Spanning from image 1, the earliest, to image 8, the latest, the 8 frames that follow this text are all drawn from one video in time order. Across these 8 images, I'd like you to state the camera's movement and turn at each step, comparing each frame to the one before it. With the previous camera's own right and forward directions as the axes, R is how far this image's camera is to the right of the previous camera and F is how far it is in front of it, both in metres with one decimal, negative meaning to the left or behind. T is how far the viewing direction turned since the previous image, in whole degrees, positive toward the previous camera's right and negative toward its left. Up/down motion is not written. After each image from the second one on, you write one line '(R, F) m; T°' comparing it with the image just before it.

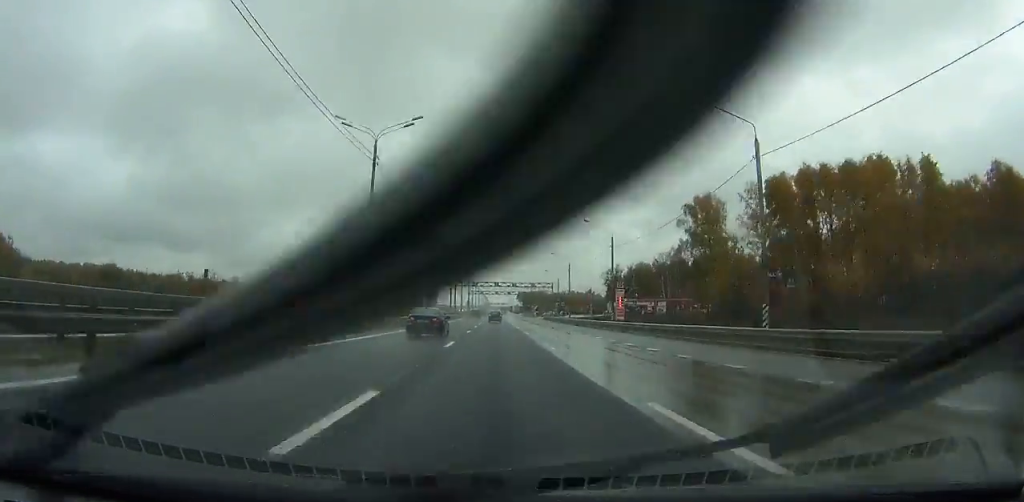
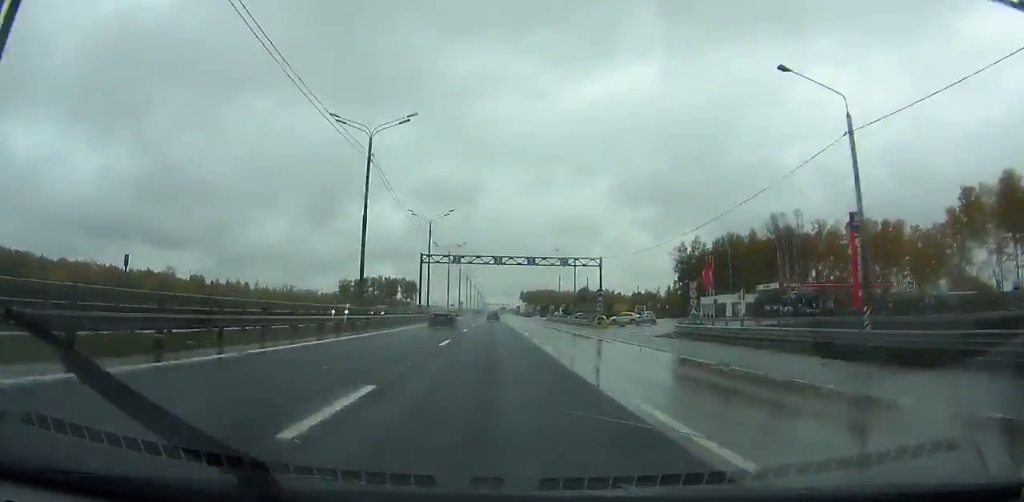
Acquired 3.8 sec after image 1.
(-0.3, +108.8) m; 0°
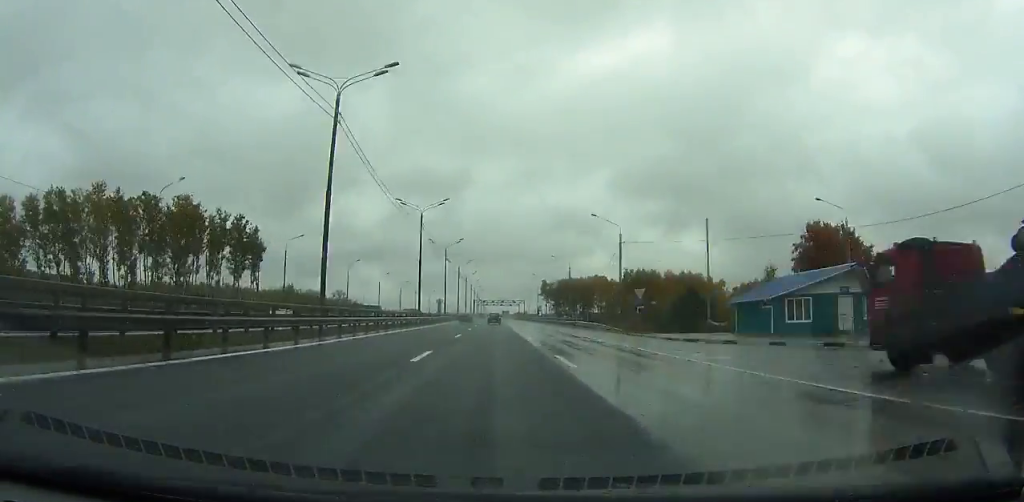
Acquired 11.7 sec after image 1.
(+0.7, +229.4) m; 0°
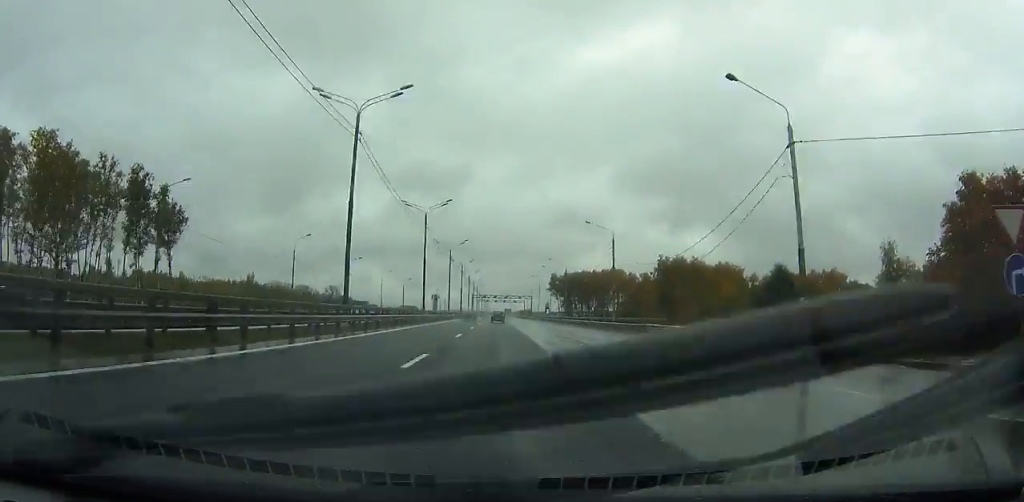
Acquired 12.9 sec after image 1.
(-0.1, +34.7) m; 0°
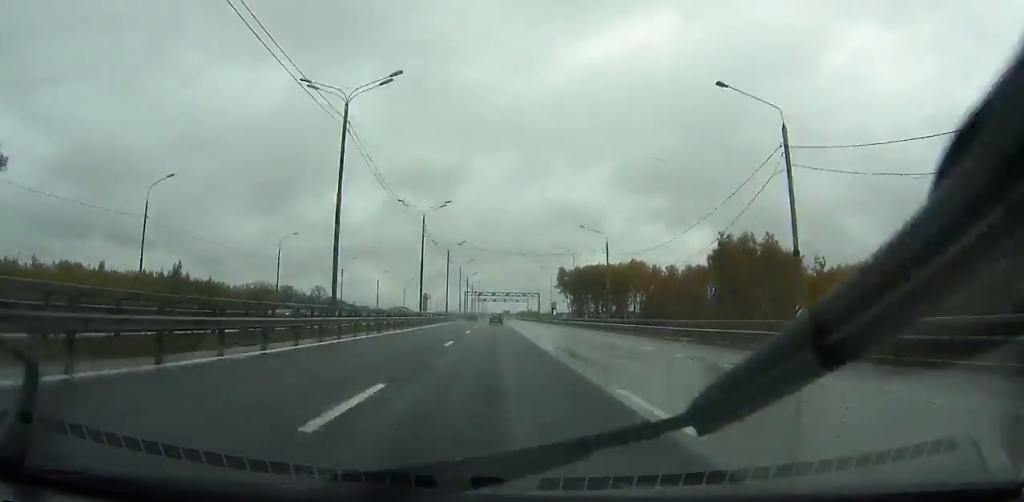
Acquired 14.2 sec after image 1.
(0.0, +37.5) m; 0°
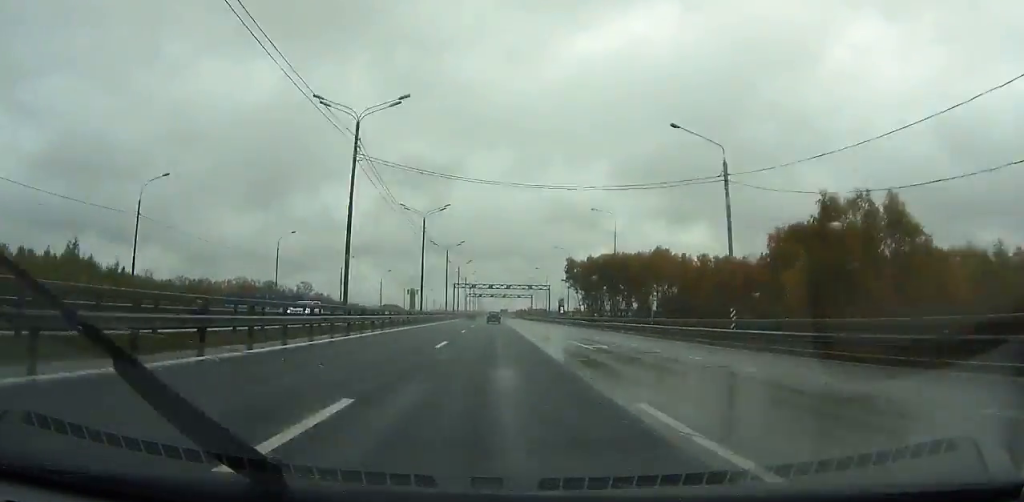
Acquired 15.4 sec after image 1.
(+0.1, +34.5) m; 0°
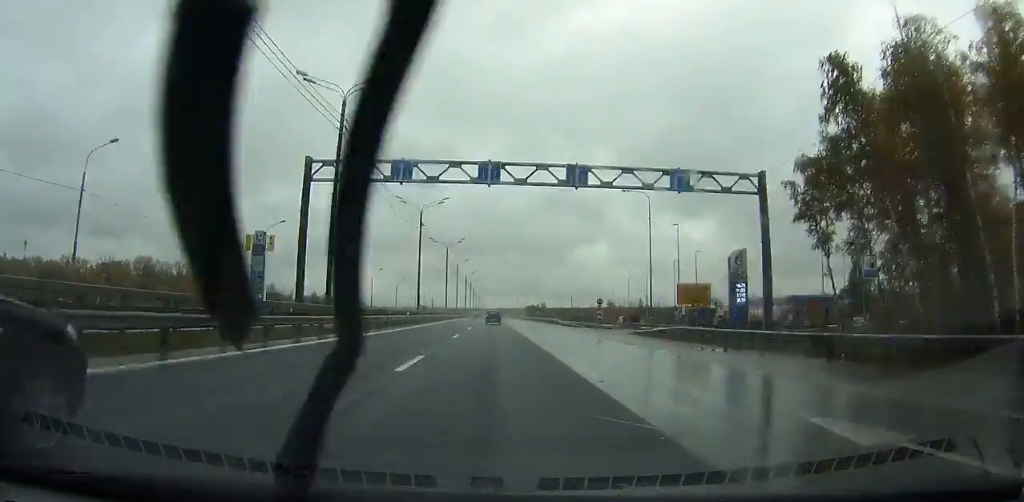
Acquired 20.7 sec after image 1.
(-0.2, +152.7) m; 0°
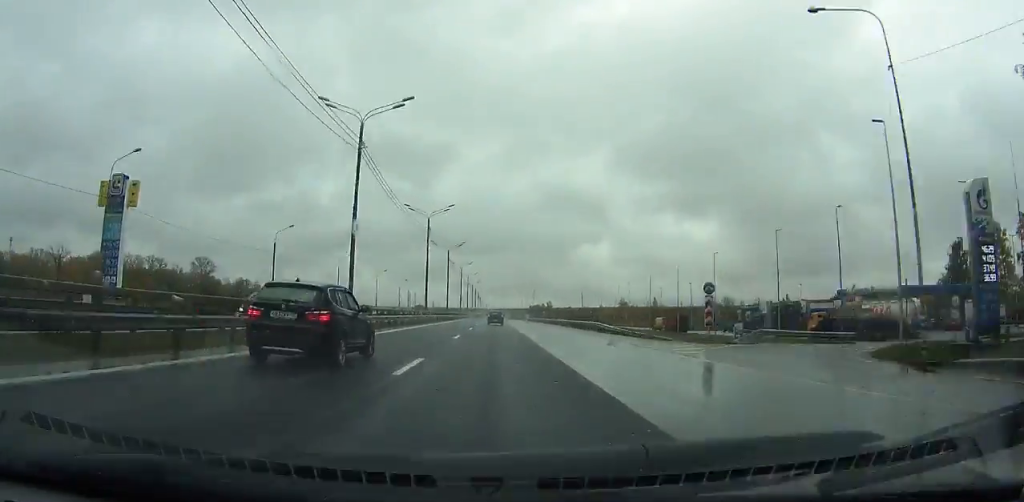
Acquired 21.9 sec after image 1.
(-0.1, +34.7) m; 0°
